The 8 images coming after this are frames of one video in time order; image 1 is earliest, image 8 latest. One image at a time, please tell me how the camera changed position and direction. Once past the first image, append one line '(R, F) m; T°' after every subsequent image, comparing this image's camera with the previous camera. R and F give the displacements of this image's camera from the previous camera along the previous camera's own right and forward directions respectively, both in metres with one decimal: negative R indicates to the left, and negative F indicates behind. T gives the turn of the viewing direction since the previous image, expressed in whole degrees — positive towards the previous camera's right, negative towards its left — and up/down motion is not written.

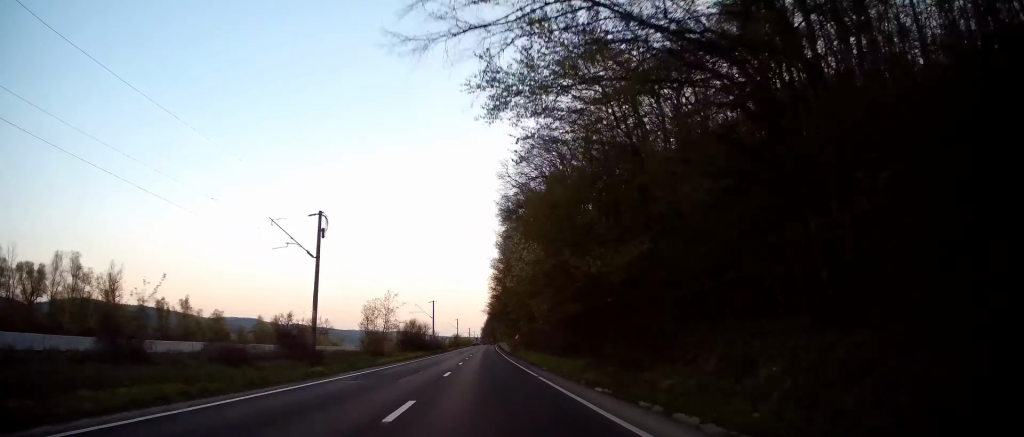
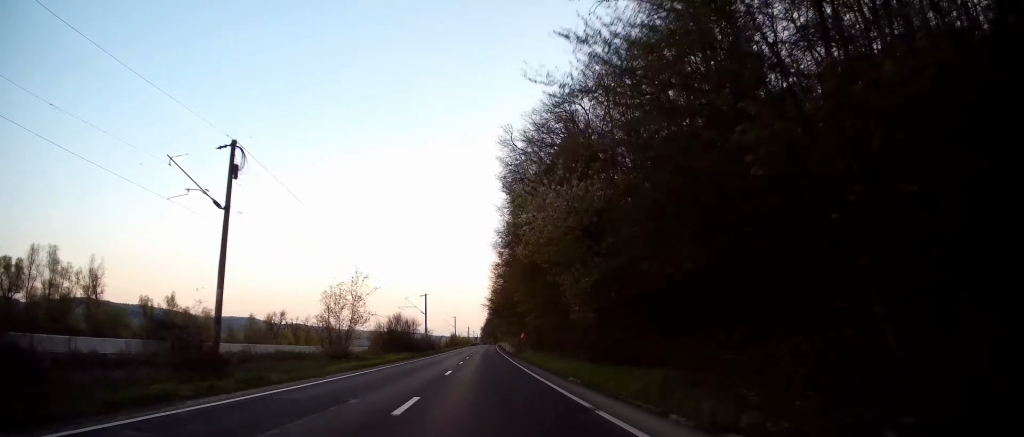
(+0.1, +11.3) m; -1°
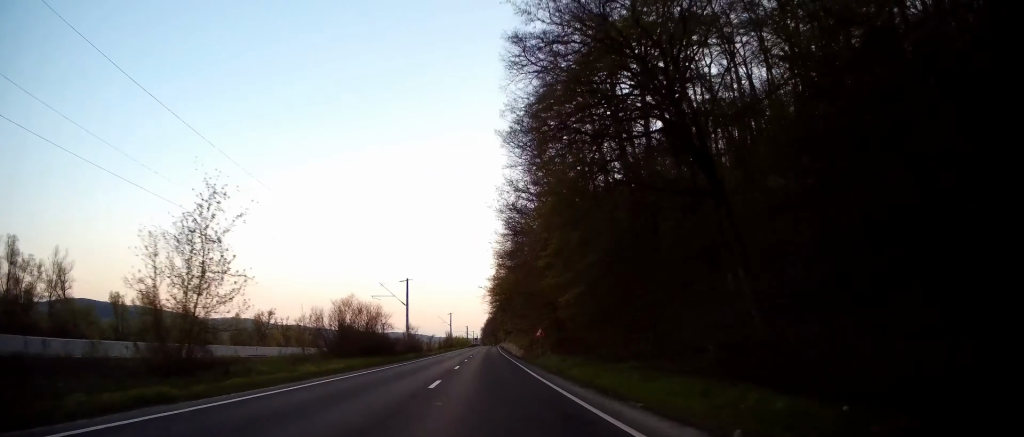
(-0.3, +19.0) m; 0°
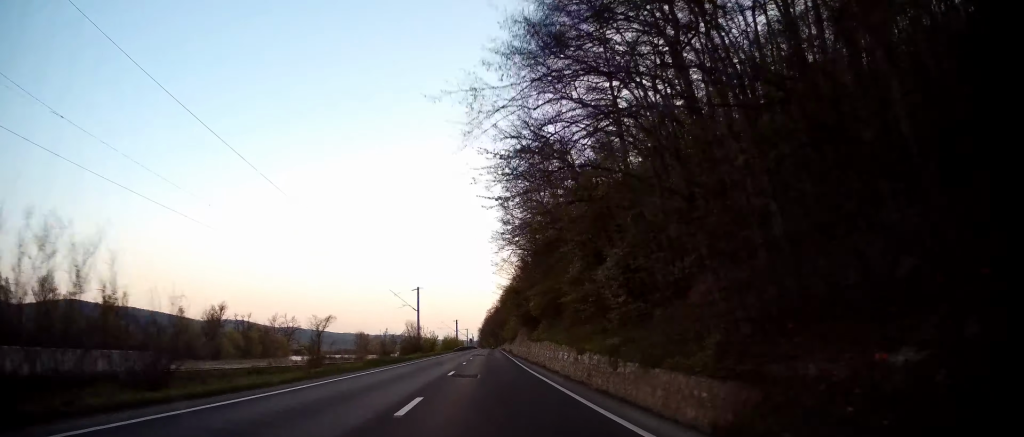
(+0.4, +55.2) m; 0°
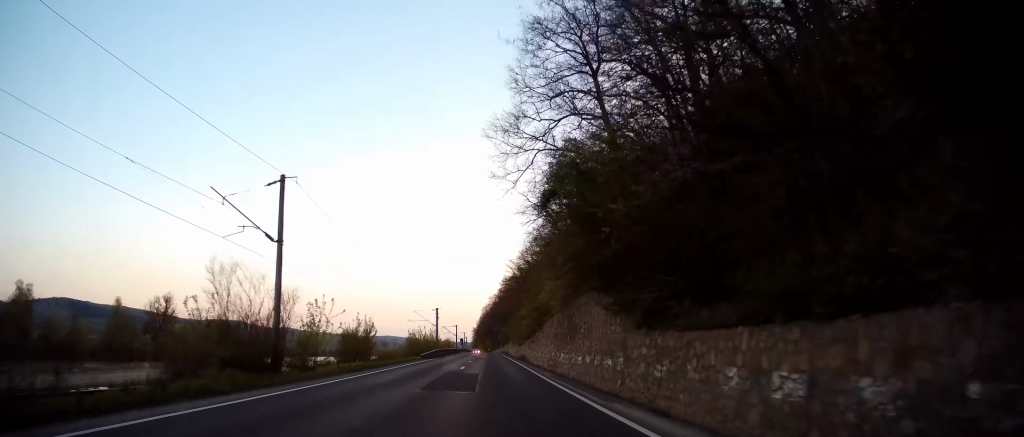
(0.0, +42.7) m; +1°
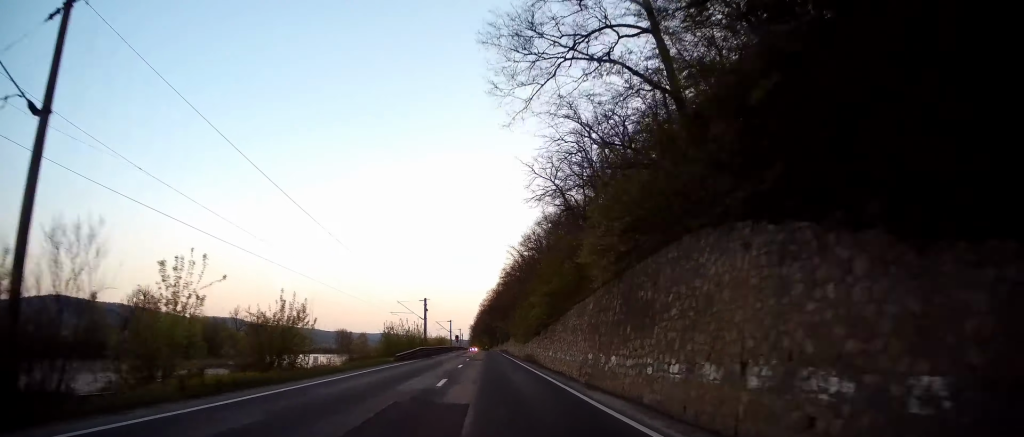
(+0.1, +13.2) m; 0°
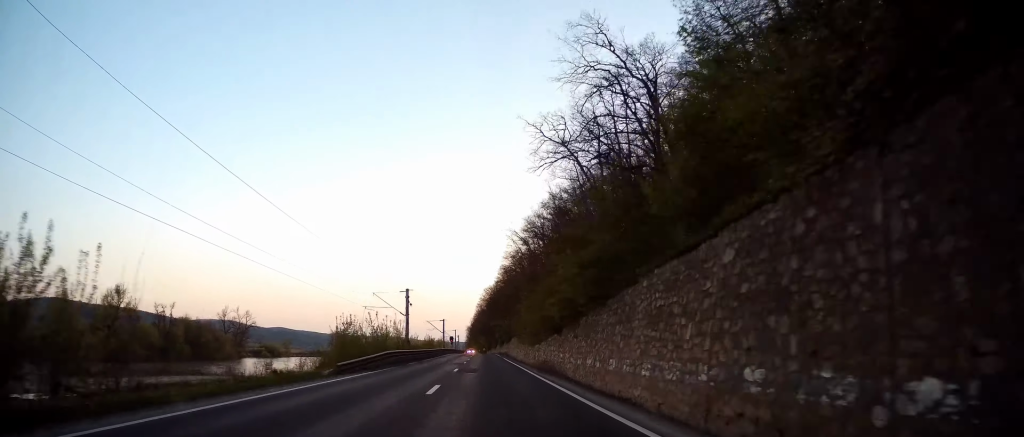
(+0.1, +14.1) m; 0°
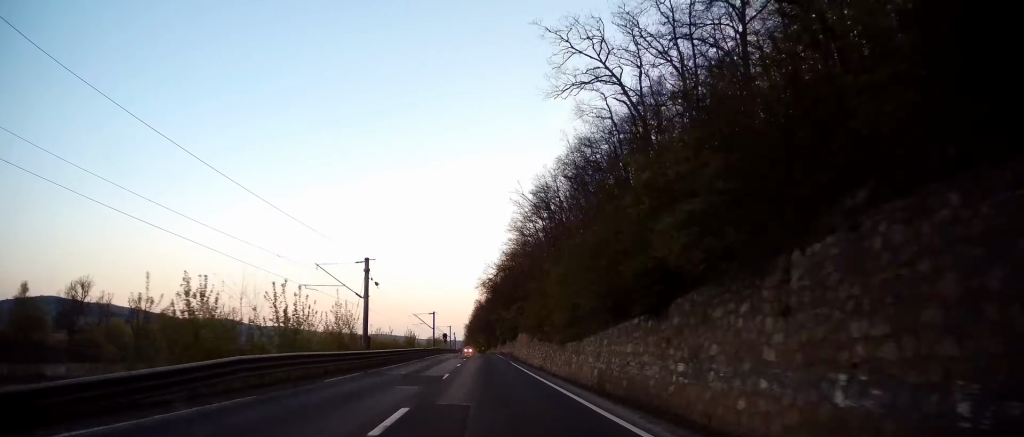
(-0.1, +18.7) m; +1°
